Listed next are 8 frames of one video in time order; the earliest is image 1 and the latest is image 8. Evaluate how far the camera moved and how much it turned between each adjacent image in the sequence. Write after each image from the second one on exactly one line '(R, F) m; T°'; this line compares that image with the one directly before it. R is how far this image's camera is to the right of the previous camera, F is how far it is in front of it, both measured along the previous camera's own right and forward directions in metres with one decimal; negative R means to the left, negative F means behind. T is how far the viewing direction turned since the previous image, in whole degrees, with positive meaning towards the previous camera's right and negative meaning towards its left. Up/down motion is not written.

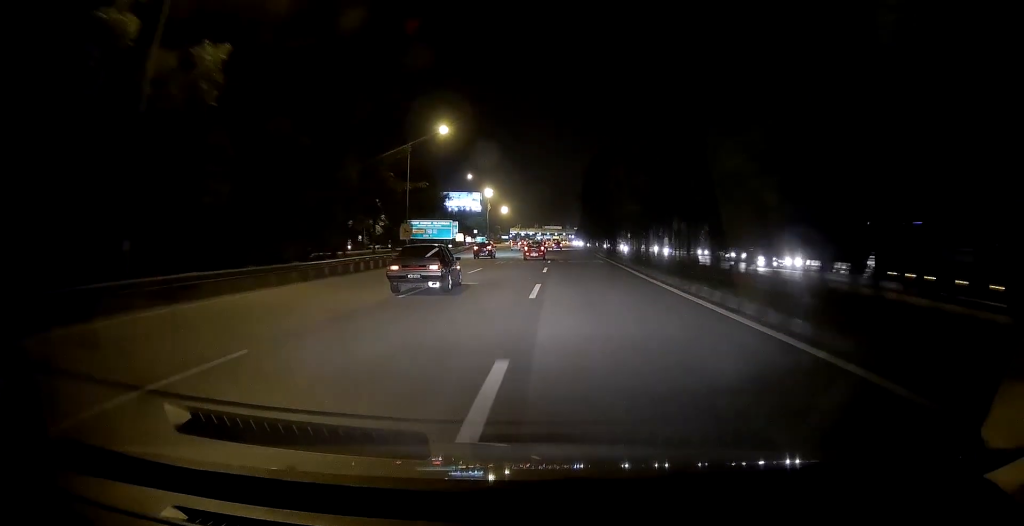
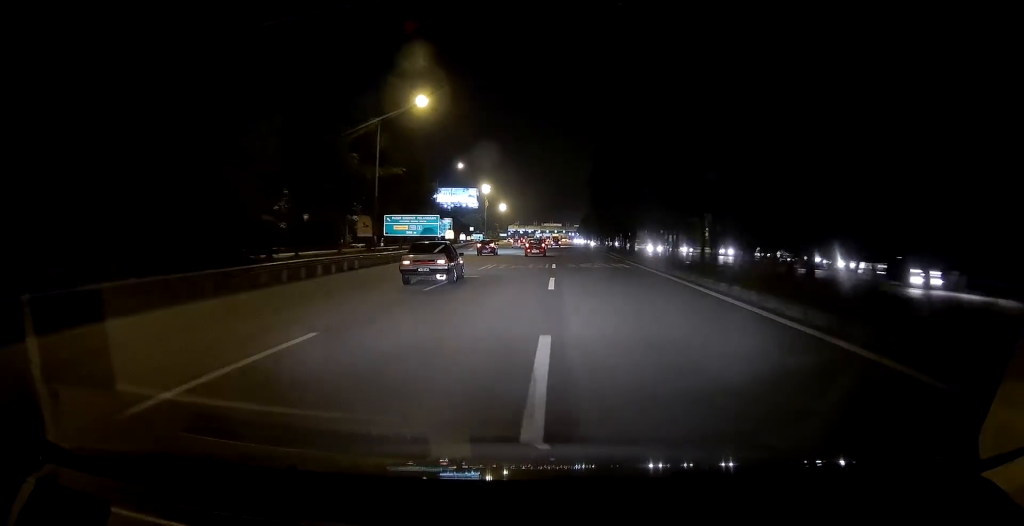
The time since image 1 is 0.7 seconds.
(+0.2, +11.1) m; 0°
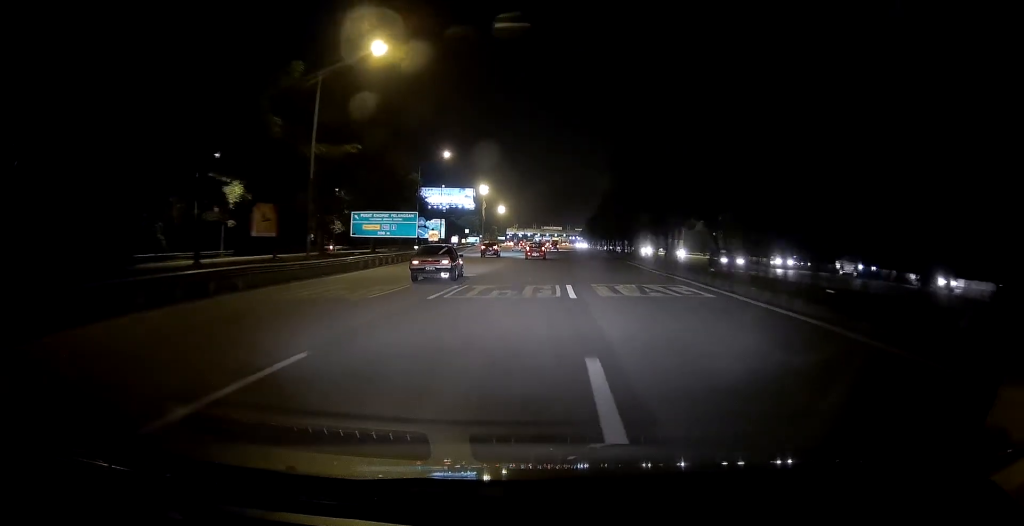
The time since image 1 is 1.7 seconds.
(0.0, +13.8) m; 0°
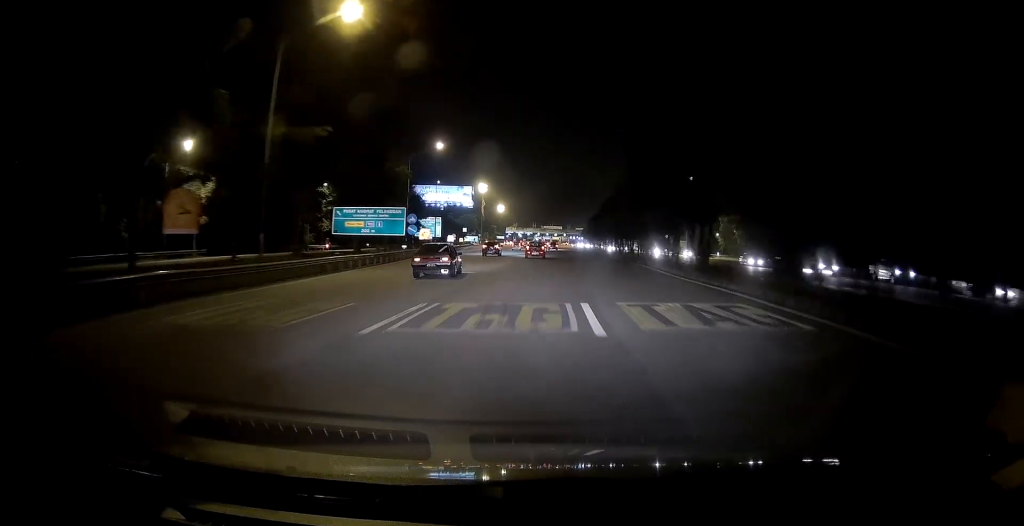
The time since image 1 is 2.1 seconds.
(0.0, +5.8) m; 0°
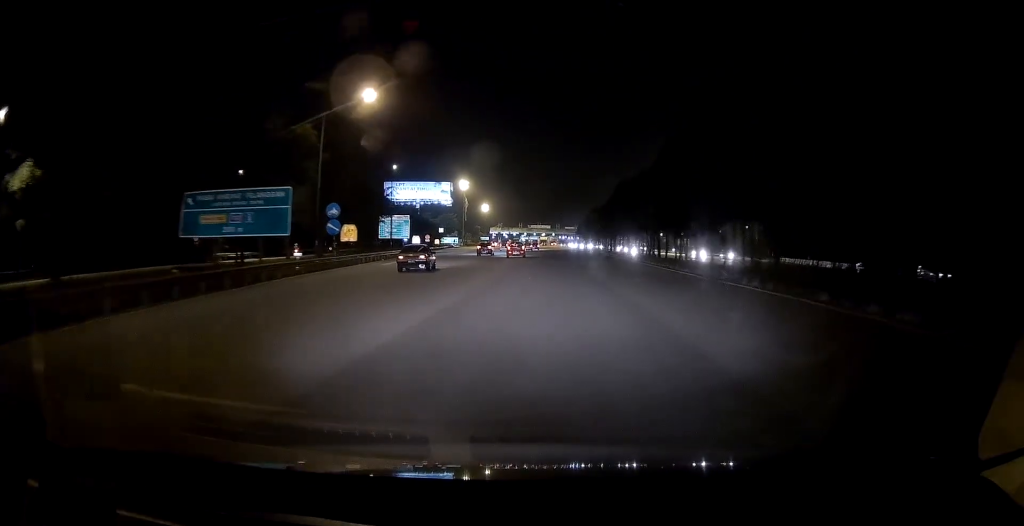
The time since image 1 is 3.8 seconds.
(+0.2, +24.2) m; +1°
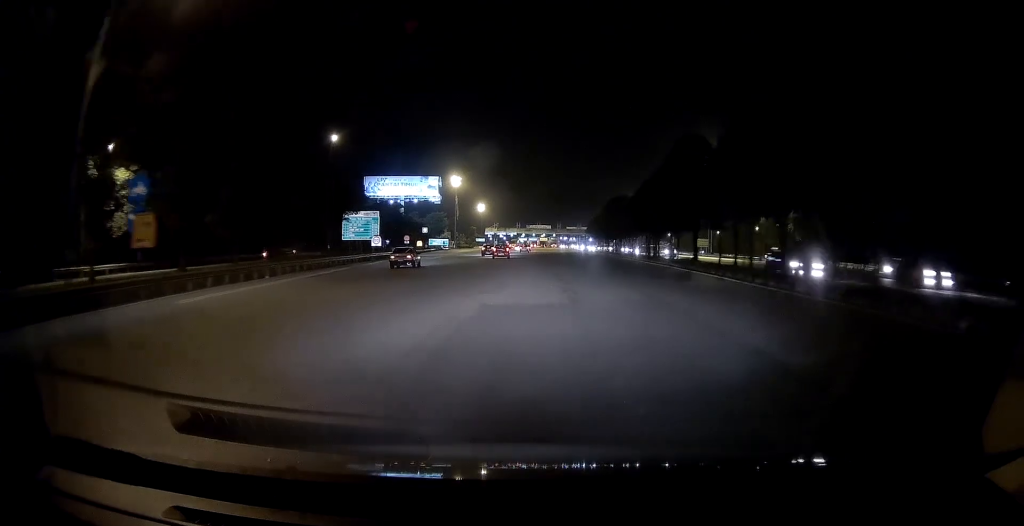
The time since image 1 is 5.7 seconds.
(0.0, +24.9) m; 0°
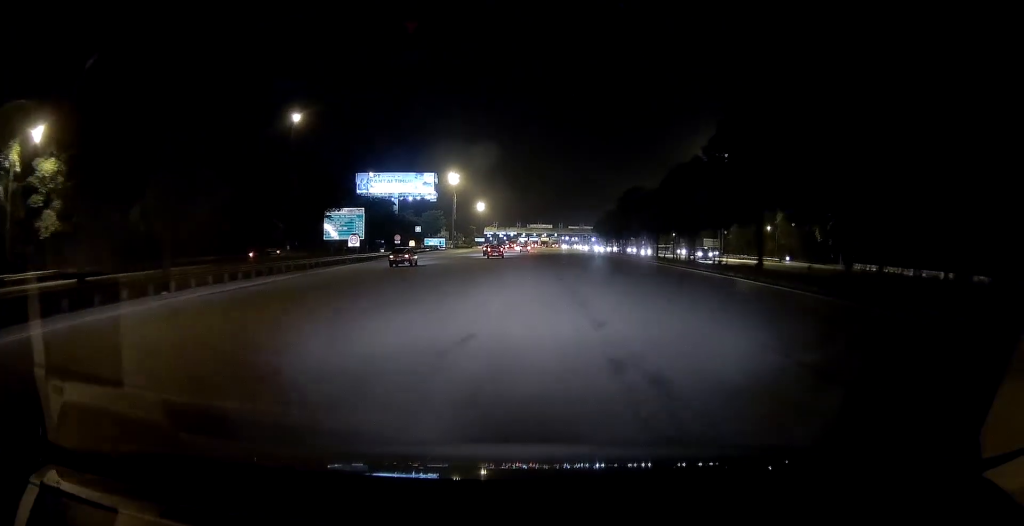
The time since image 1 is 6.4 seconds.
(0.0, +10.0) m; 0°
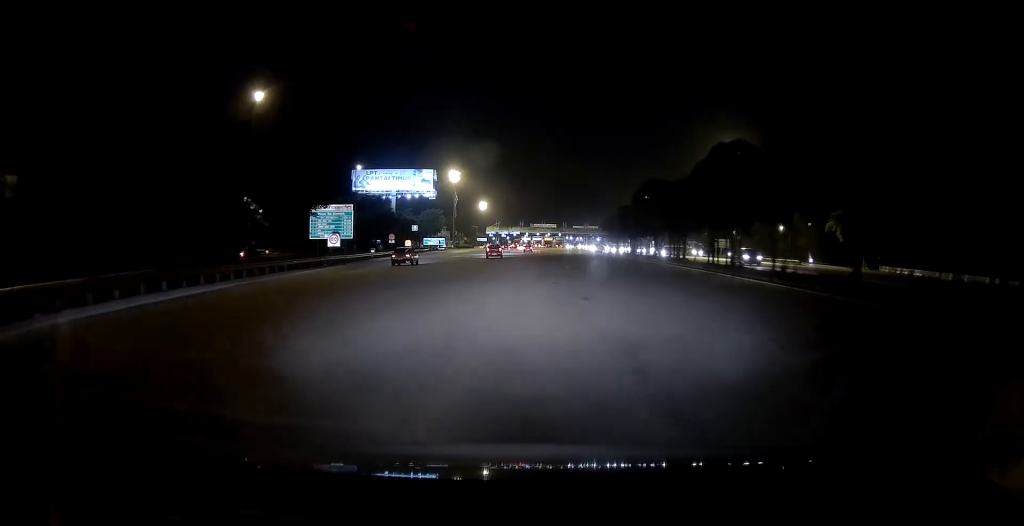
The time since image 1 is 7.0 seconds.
(0.0, +7.8) m; 0°
